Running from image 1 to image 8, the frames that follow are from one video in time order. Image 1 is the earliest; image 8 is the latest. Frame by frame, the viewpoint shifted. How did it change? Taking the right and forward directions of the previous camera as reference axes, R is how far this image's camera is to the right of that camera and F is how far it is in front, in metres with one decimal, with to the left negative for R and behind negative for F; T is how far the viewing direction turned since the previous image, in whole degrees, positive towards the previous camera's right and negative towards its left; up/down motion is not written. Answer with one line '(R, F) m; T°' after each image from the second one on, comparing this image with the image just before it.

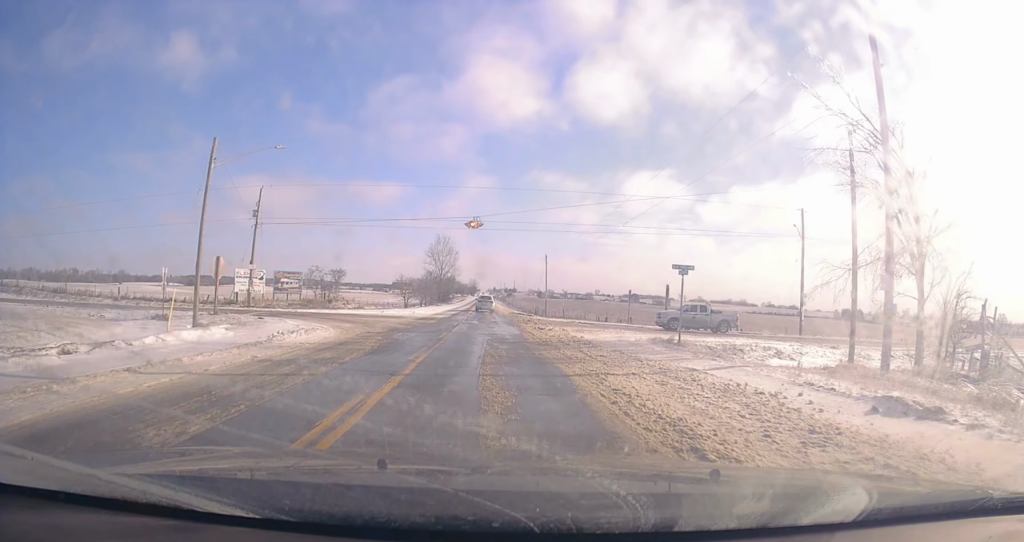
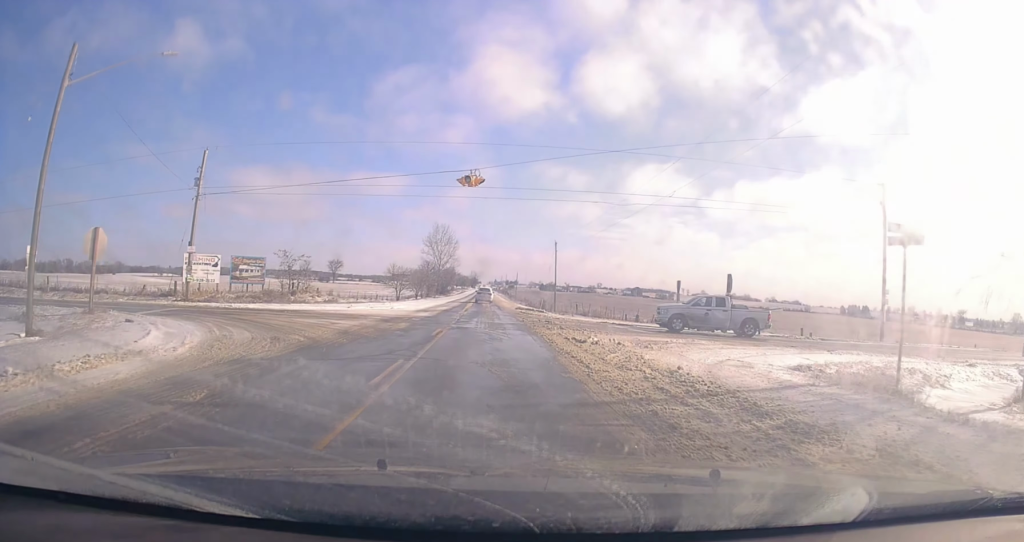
(0.0, +12.8) m; +1°
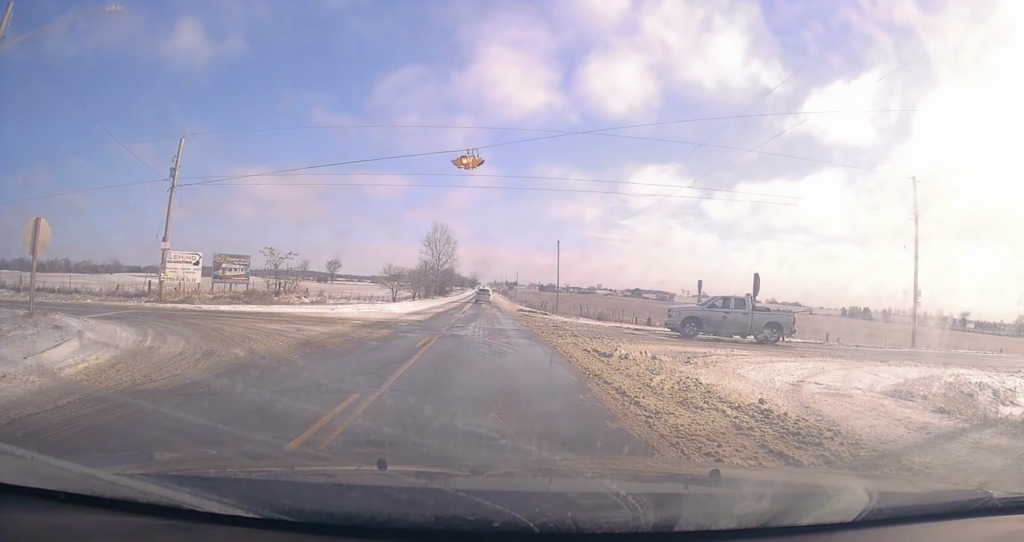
(+0.1, +4.6) m; 0°
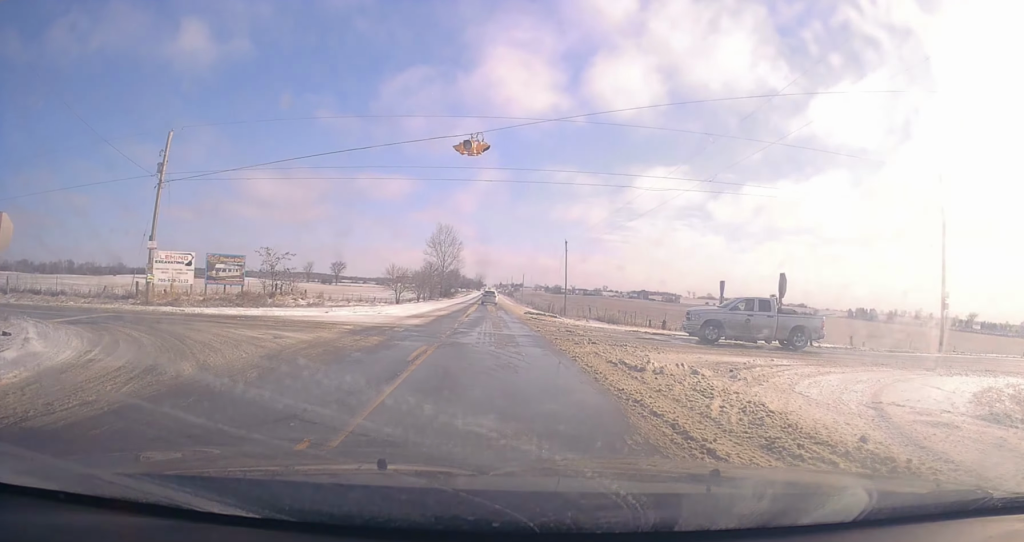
(-0.1, +2.7) m; 0°
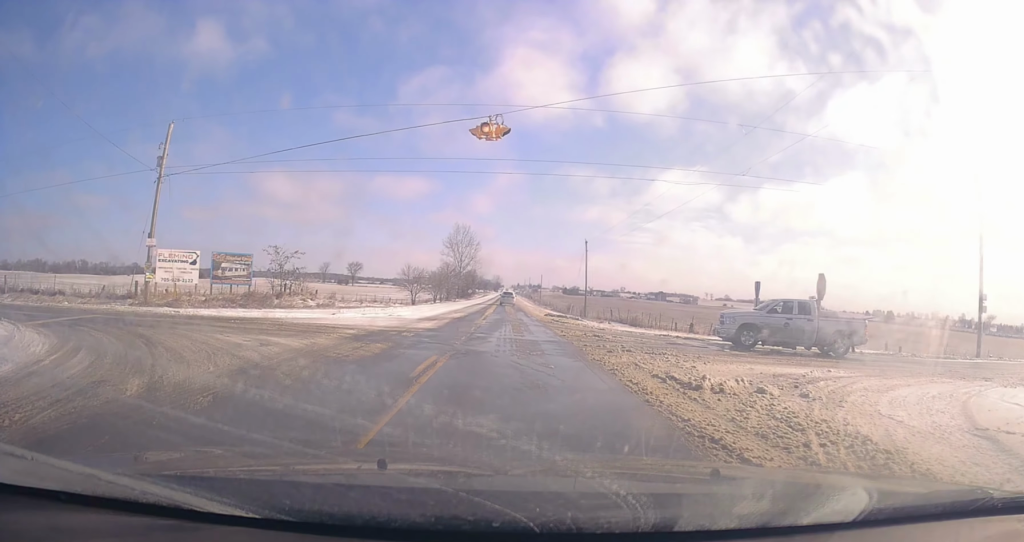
(-0.1, +2.6) m; 0°
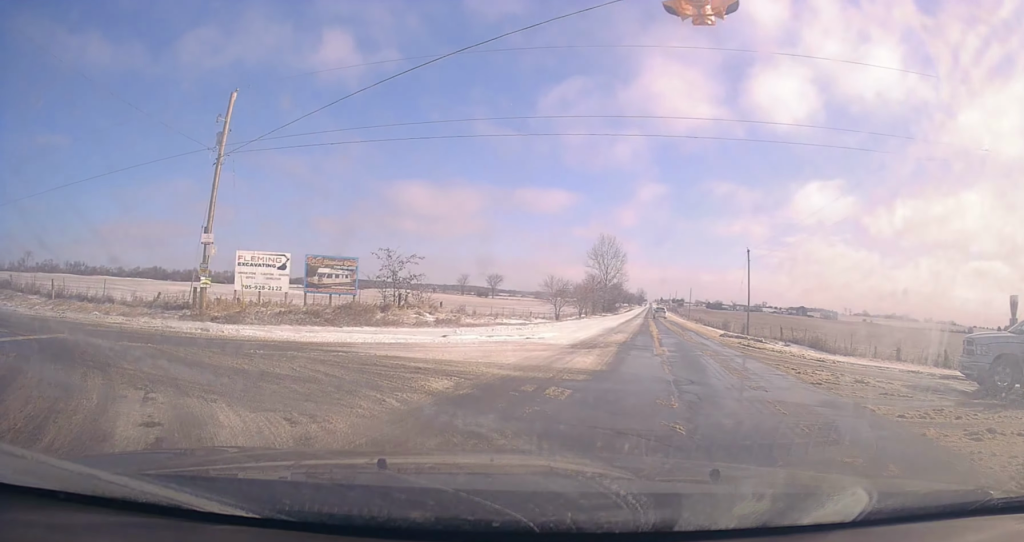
(-0.5, +7.8) m; -11°
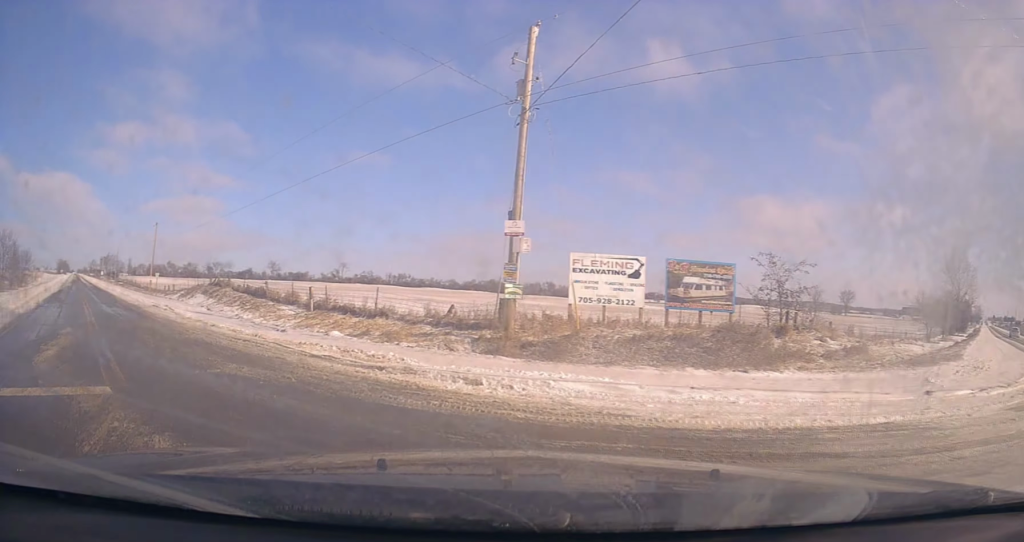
(-1.9, +8.2) m; -38°
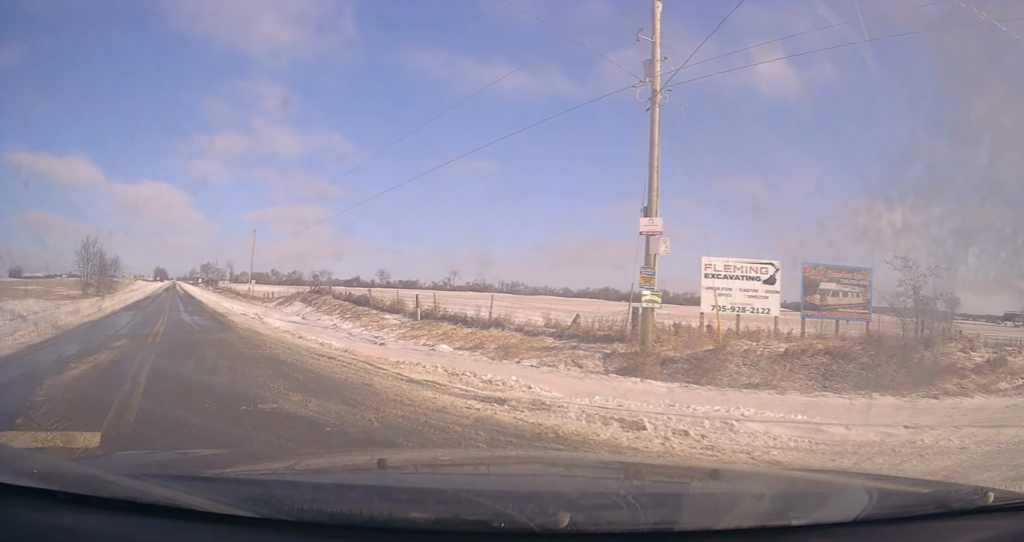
(-0.7, +2.4) m; -11°
